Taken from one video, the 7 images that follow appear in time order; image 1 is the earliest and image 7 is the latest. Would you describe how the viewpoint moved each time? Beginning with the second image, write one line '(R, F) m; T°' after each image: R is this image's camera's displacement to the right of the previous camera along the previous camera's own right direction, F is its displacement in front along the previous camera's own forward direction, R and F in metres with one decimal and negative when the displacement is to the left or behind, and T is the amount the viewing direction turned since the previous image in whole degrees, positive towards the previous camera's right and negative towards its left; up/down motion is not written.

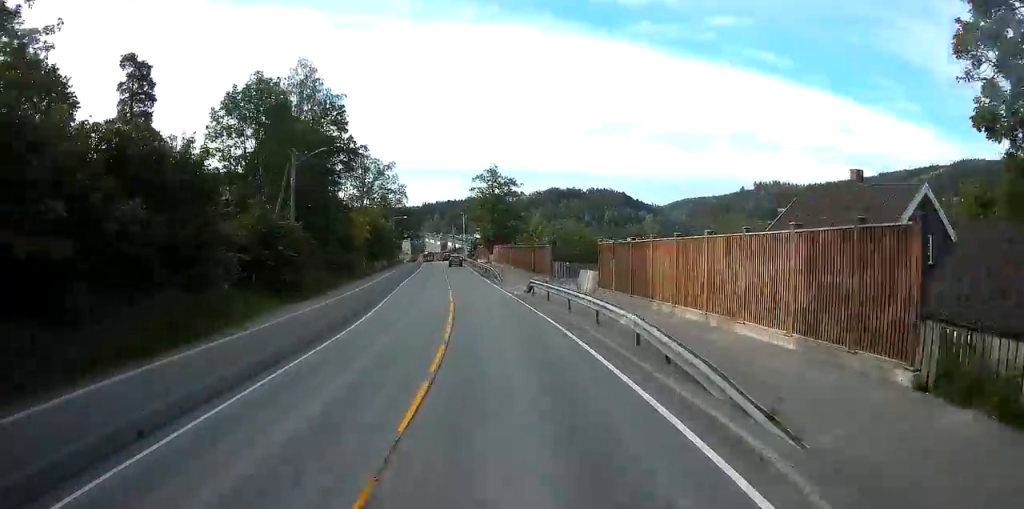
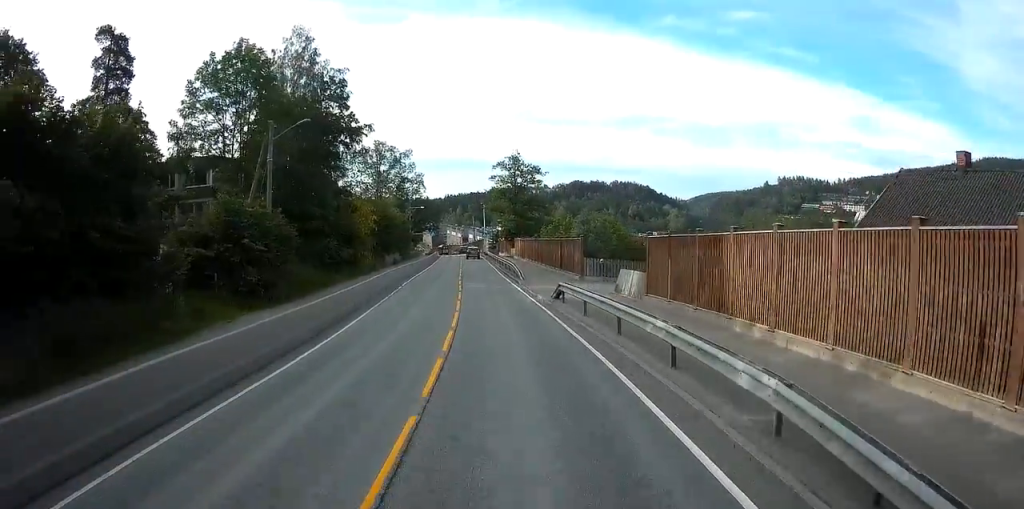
(0.0, +5.7) m; -2°
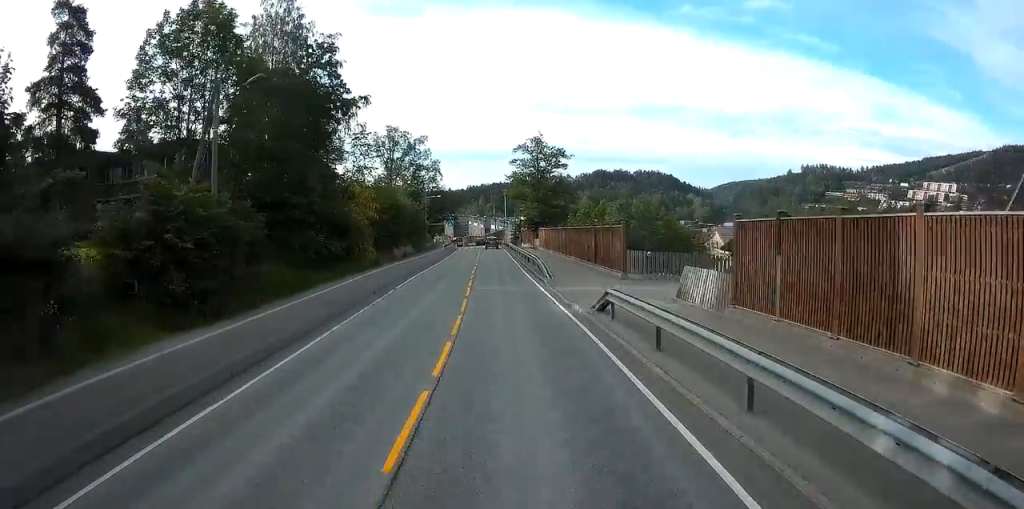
(-0.2, +7.1) m; -2°
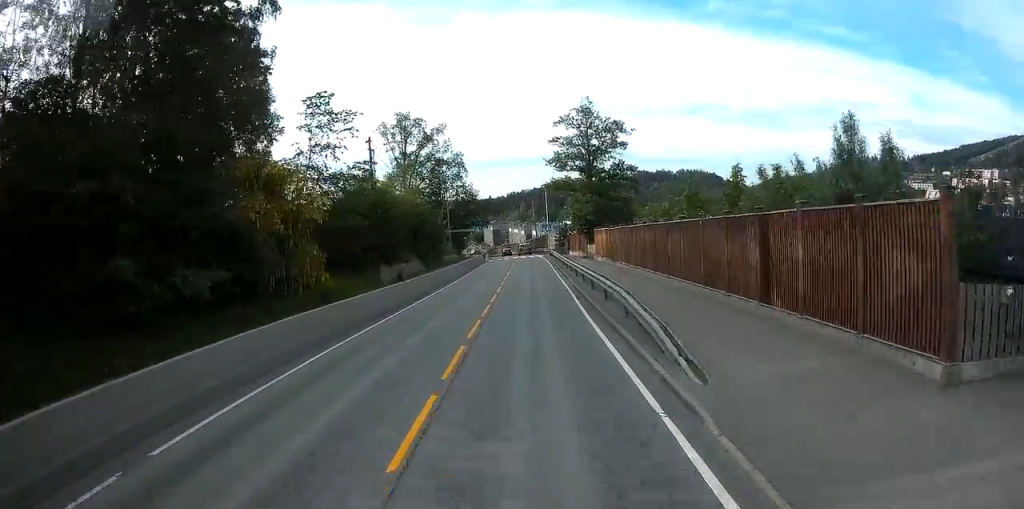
(-0.9, +19.7) m; -5°
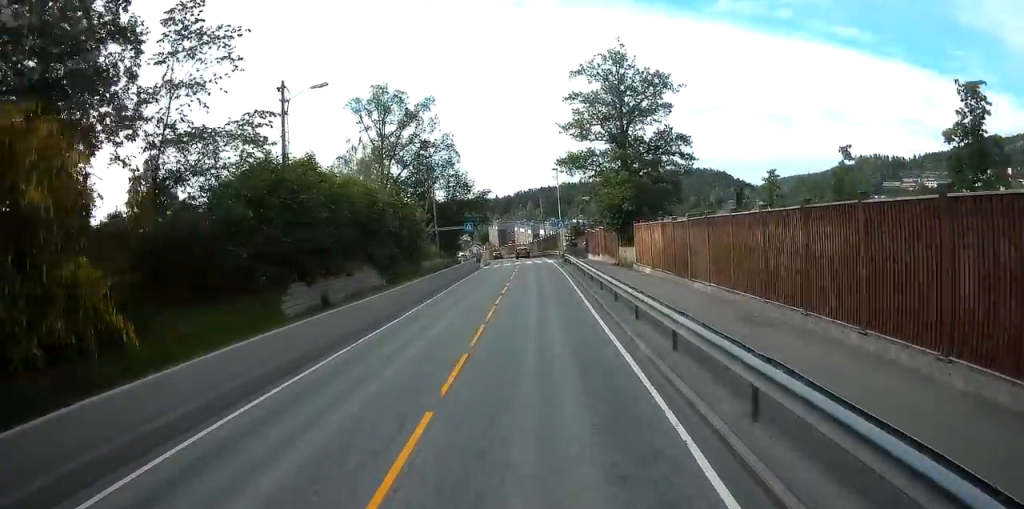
(-0.2, +16.1) m; -2°
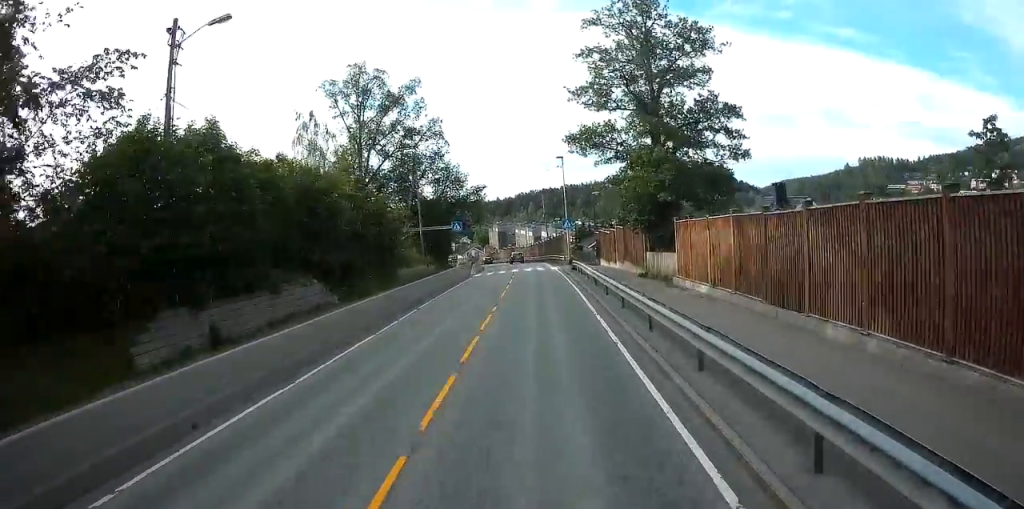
(-0.1, +9.2) m; 0°
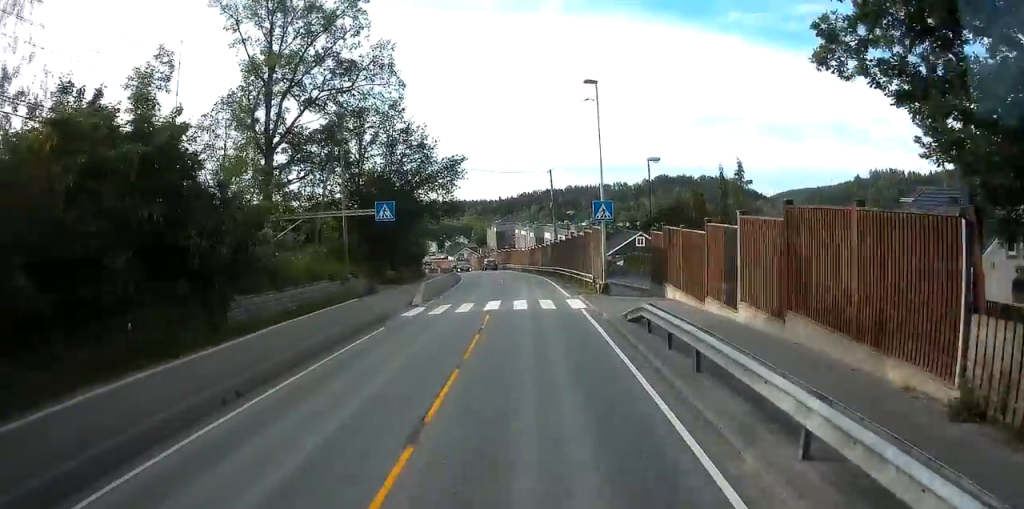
(+0.2, +22.9) m; 0°
